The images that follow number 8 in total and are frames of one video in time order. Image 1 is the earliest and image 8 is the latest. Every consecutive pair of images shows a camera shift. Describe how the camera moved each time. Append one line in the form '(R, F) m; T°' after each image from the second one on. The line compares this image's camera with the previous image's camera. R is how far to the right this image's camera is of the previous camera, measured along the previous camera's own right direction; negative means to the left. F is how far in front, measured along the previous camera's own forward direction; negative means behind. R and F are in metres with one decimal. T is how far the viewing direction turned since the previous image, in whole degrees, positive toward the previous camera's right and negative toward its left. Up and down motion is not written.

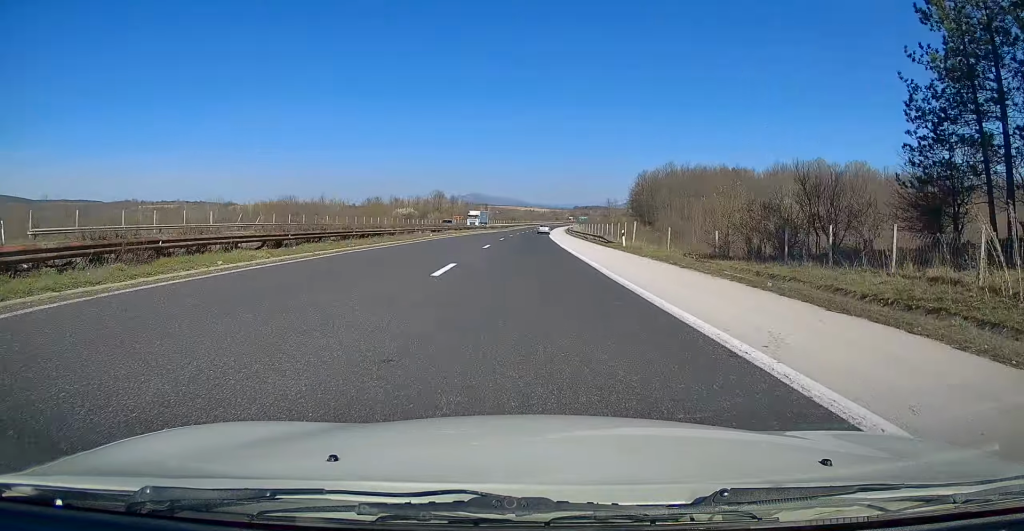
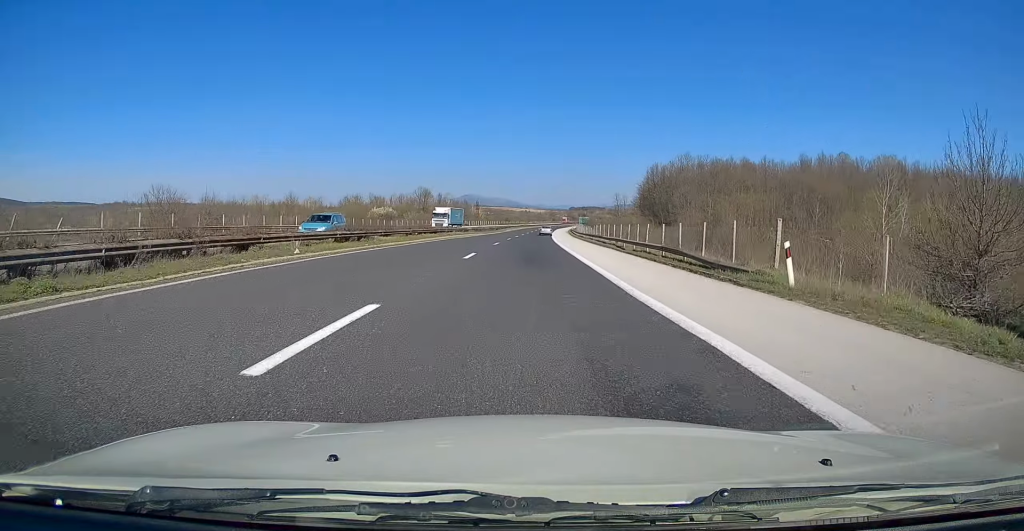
(+0.3, +24.7) m; +1°
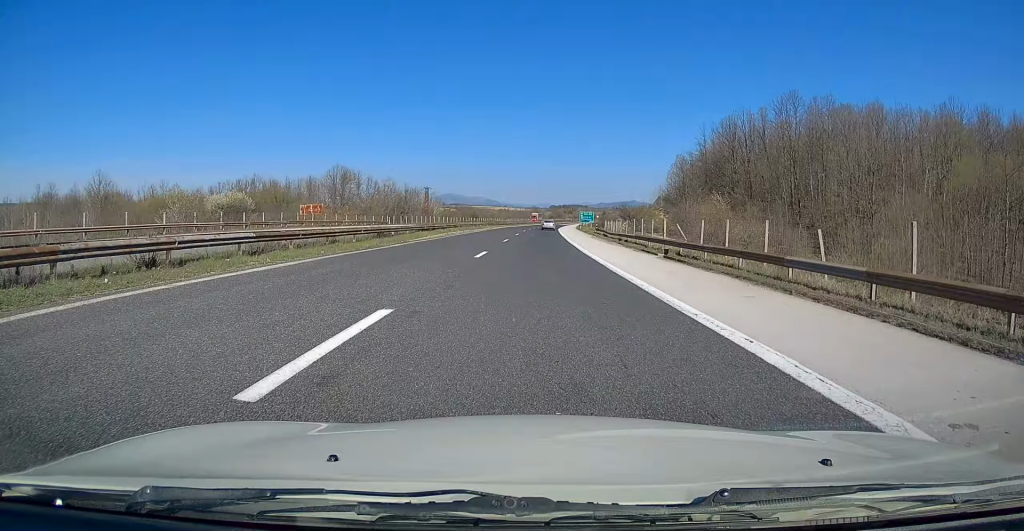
(+0.5, +81.1) m; +1°
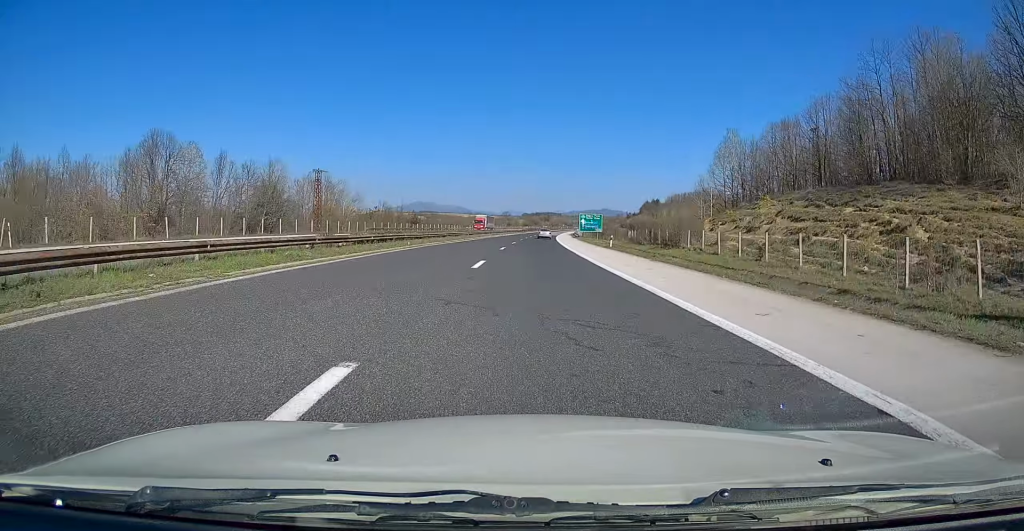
(+1.8, +67.1) m; +3°
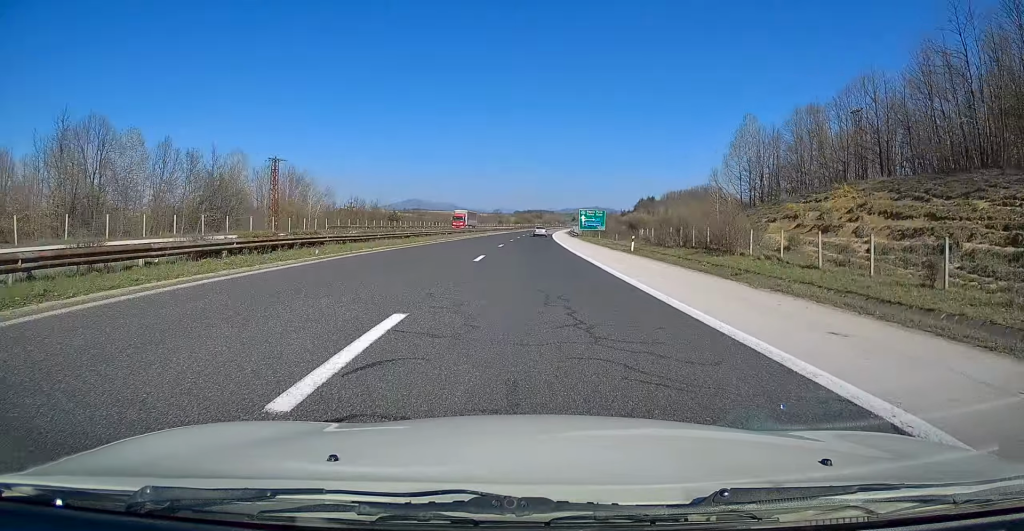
(+0.2, +13.4) m; 0°
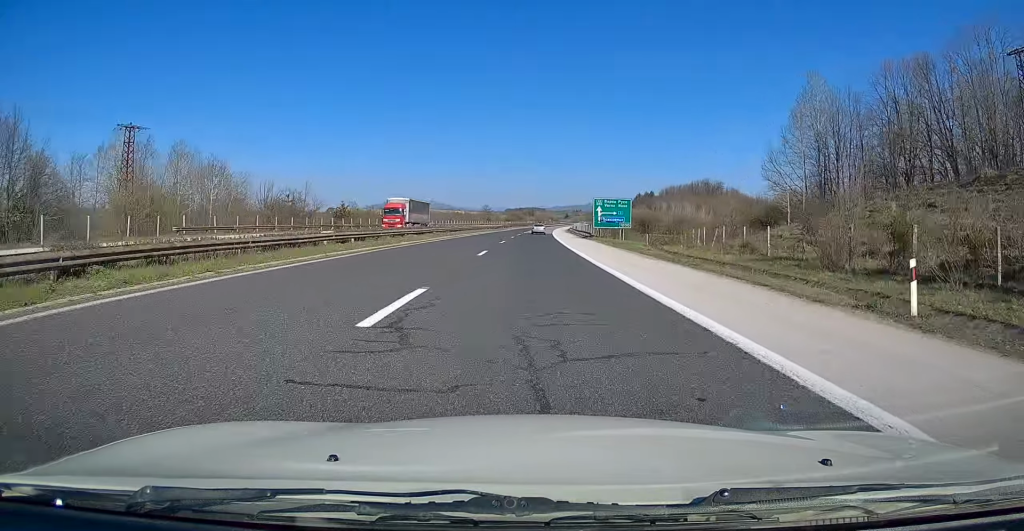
(+0.2, +29.1) m; +1°
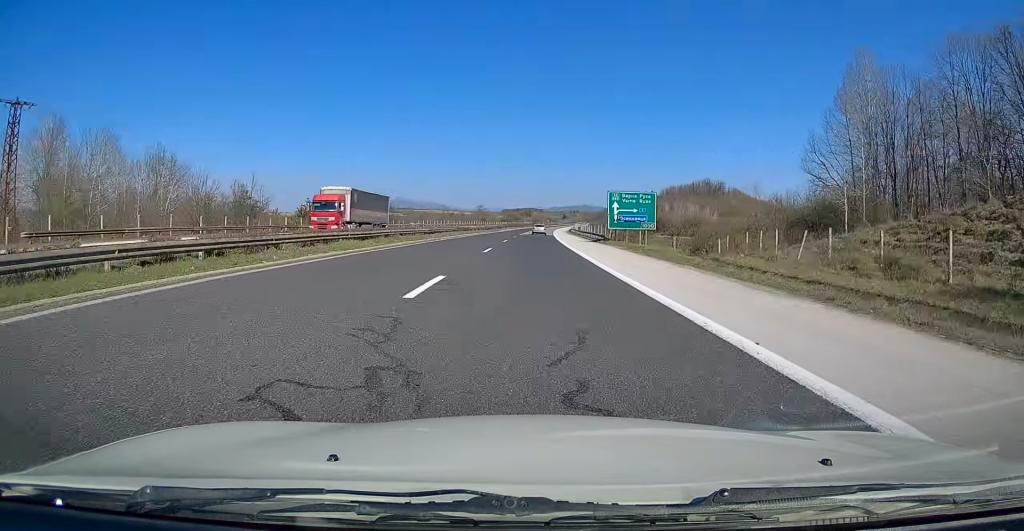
(-0.1, +13.4) m; 0°
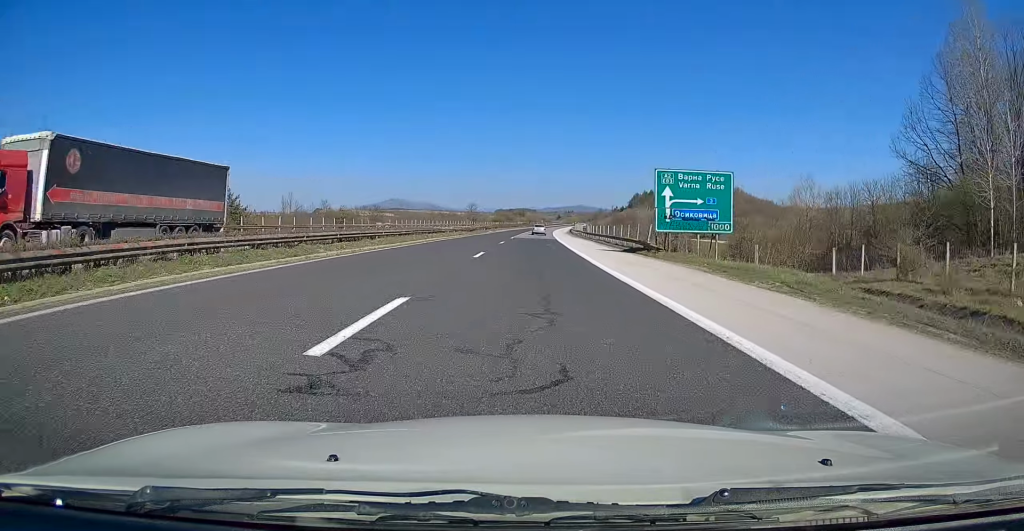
(+0.1, +20.1) m; 0°
